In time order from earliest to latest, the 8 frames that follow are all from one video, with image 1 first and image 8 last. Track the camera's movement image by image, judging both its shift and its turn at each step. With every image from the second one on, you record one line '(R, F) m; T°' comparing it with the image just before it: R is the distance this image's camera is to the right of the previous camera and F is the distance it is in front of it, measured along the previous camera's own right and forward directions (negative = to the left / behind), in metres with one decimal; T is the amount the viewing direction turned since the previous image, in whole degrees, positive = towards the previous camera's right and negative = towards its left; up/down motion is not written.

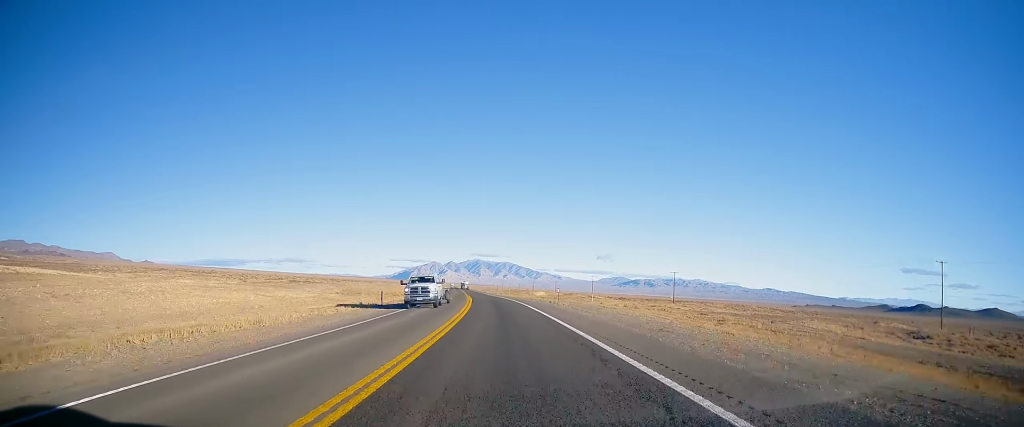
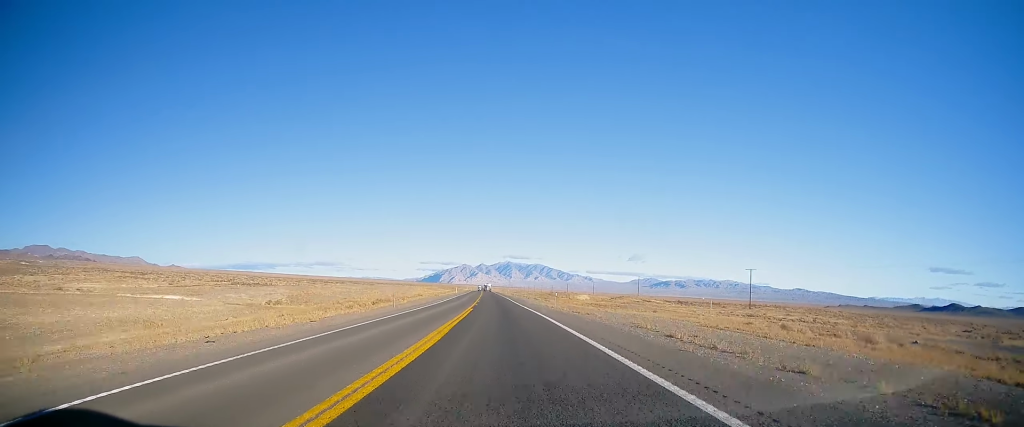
(-0.6, +41.2) m; -2°
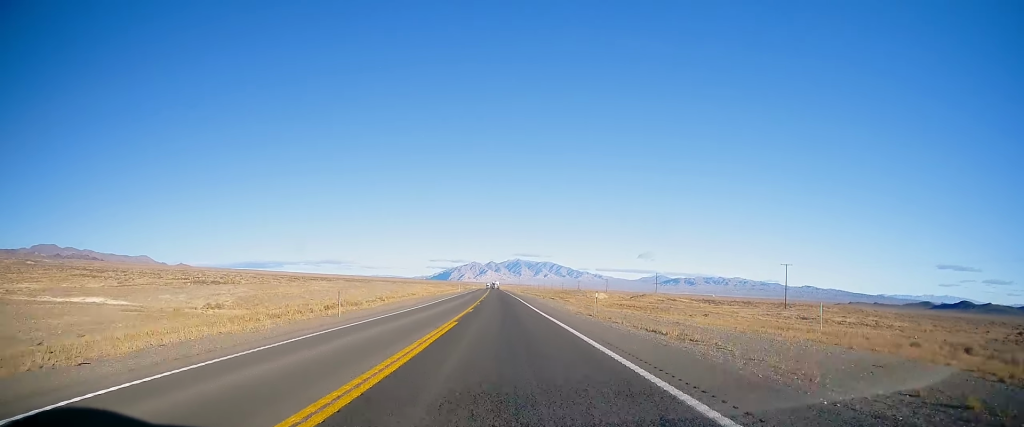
(-0.3, +16.1) m; -1°
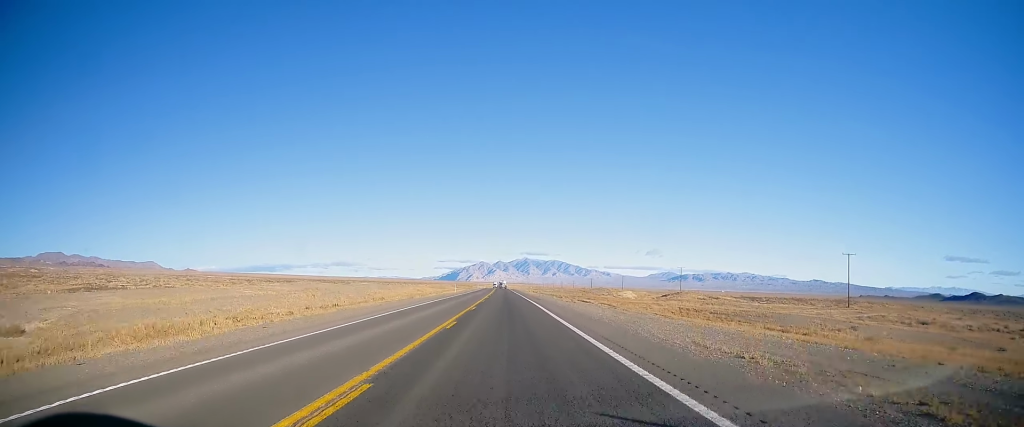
(-0.4, +25.2) m; -1°
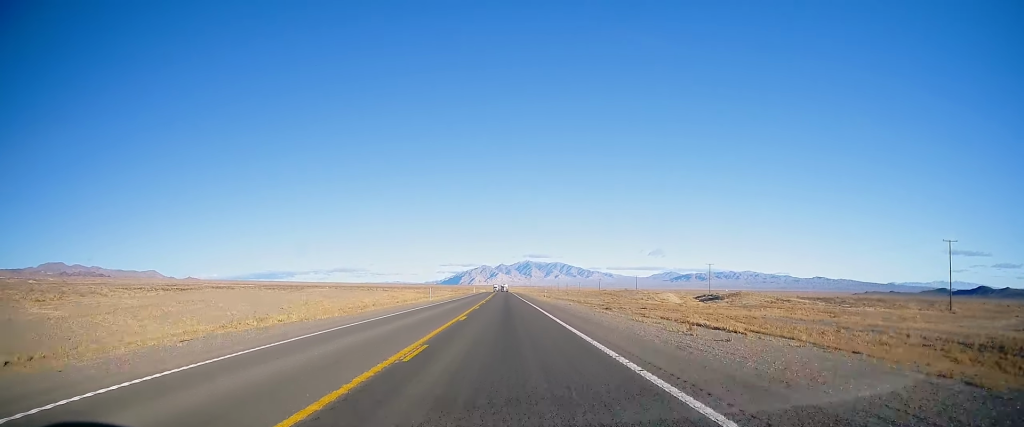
(-0.4, +31.3) m; -1°
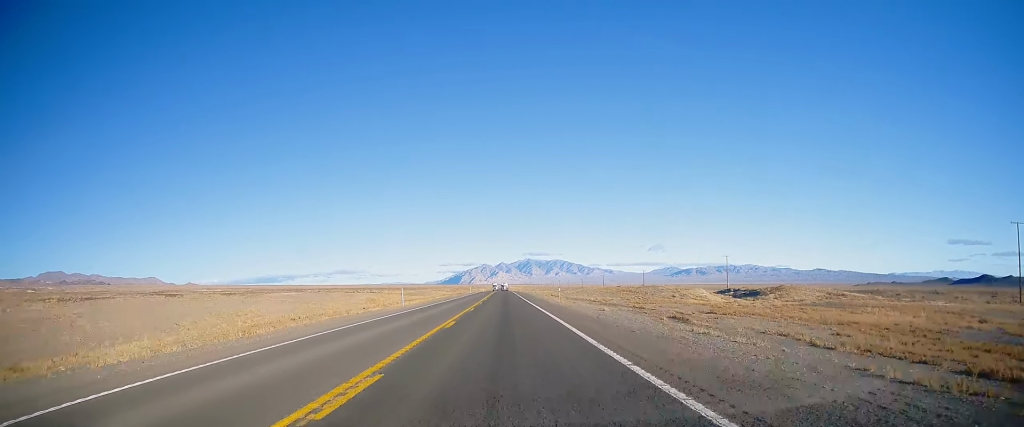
(0.0, +16.2) m; 0°
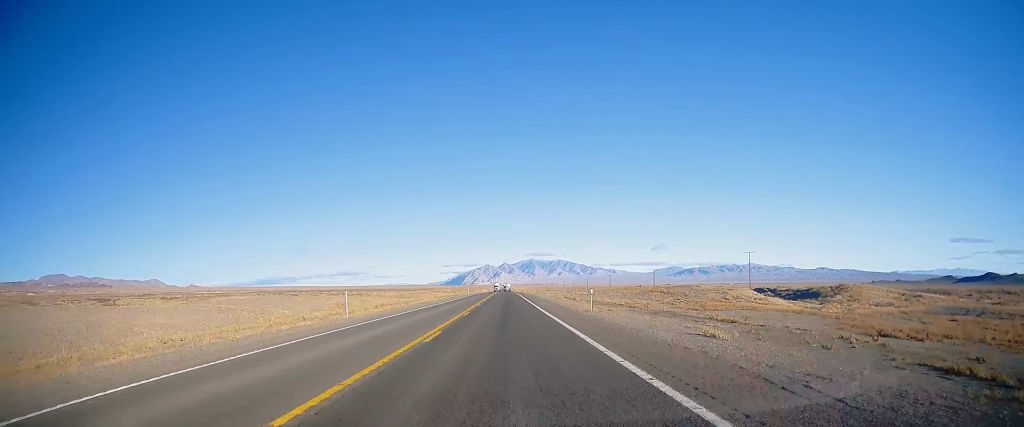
(0.0, +16.2) m; 0°
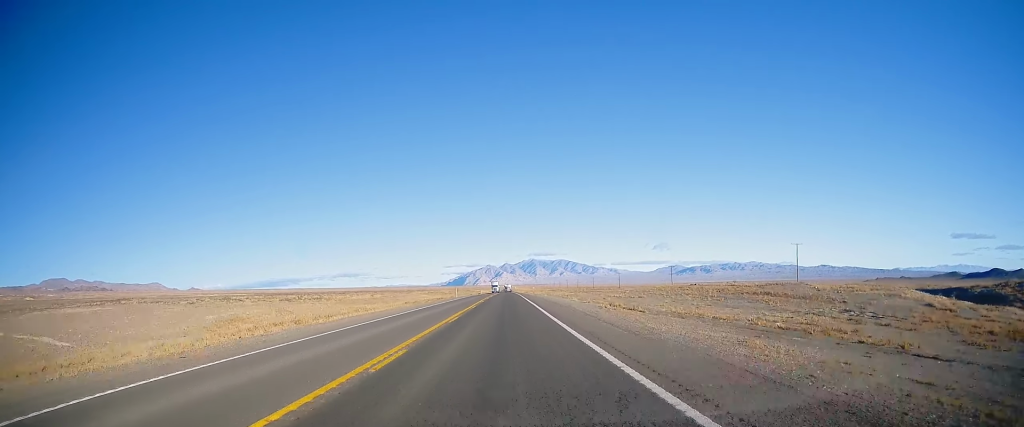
(0.0, +29.4) m; 0°
